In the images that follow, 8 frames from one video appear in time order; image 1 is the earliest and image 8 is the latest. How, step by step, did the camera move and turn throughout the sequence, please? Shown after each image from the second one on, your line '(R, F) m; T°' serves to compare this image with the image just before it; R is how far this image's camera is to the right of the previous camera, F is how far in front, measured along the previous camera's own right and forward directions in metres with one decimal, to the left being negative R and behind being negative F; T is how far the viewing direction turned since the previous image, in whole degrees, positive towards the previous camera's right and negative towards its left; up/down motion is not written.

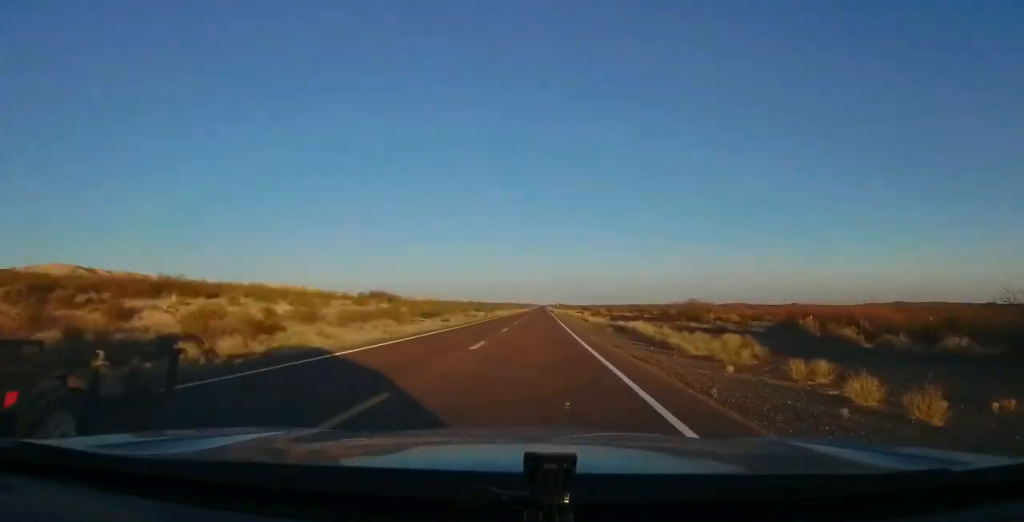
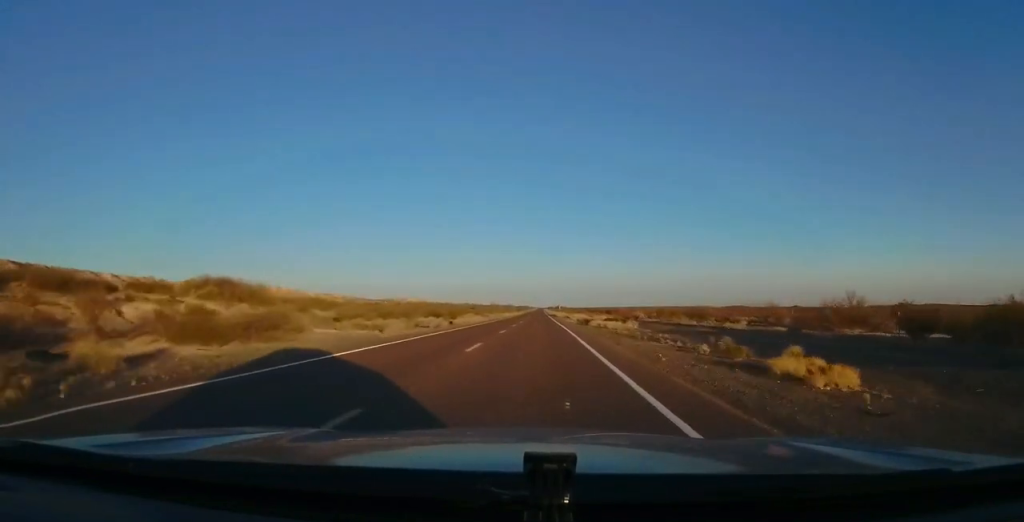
(-0.4, +50.0) m; 0°
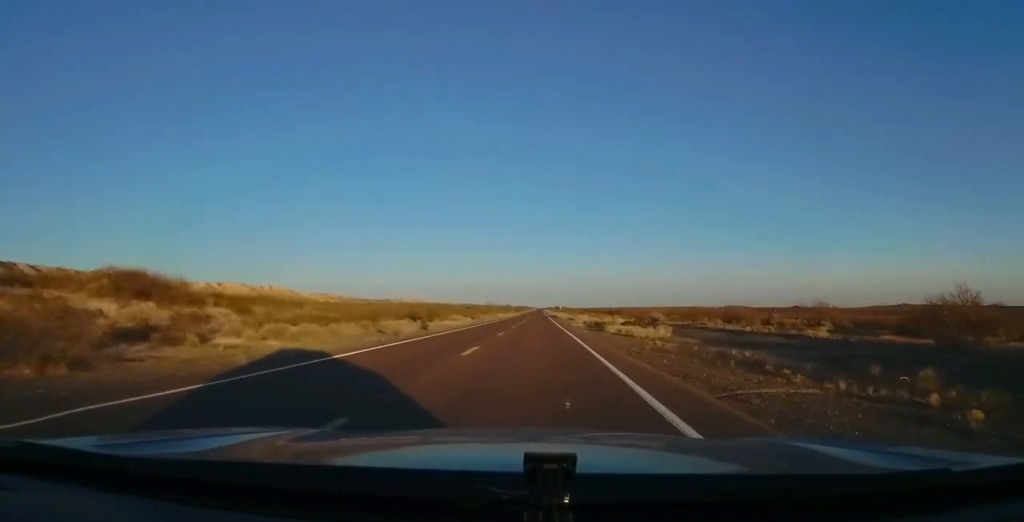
(+0.1, +12.8) m; +1°
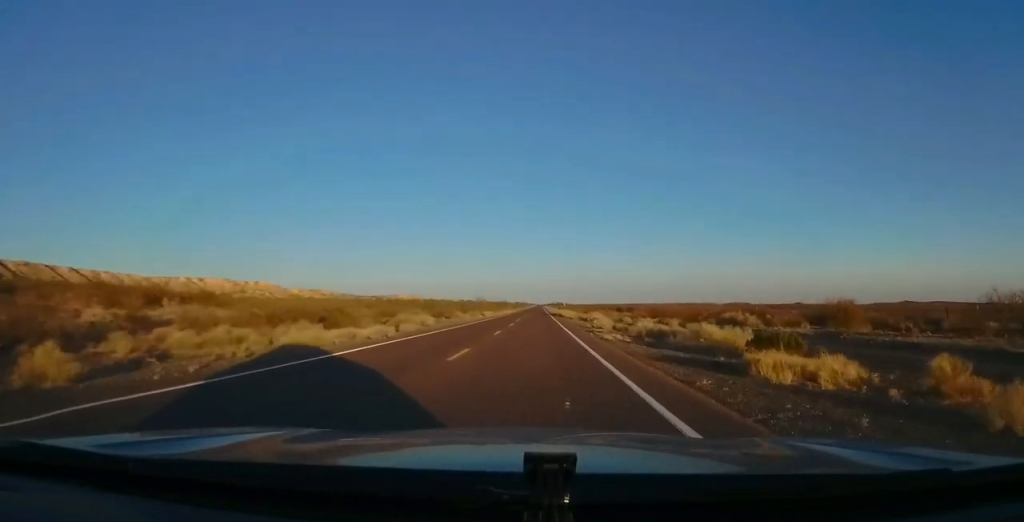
(+0.2, +26.4) m; -1°
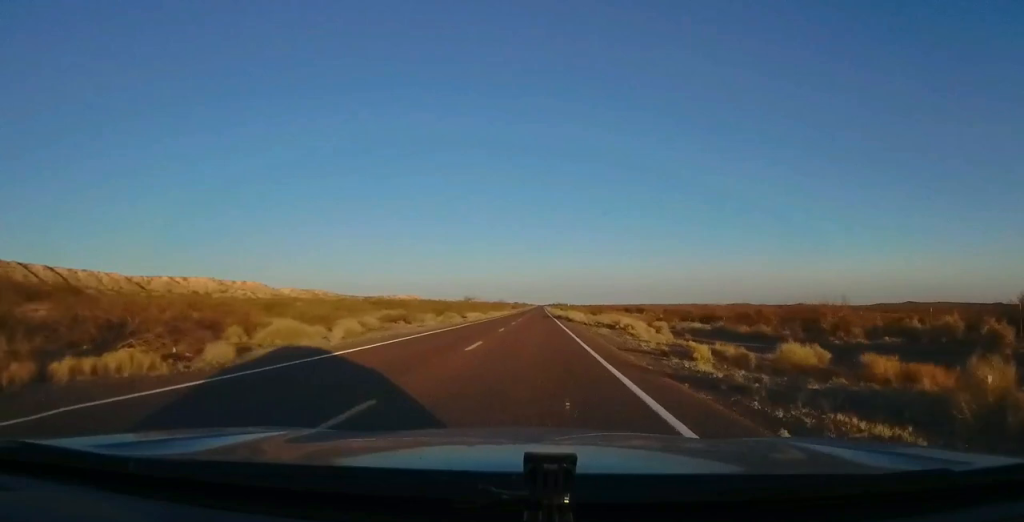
(-0.3, +21.5) m; 0°
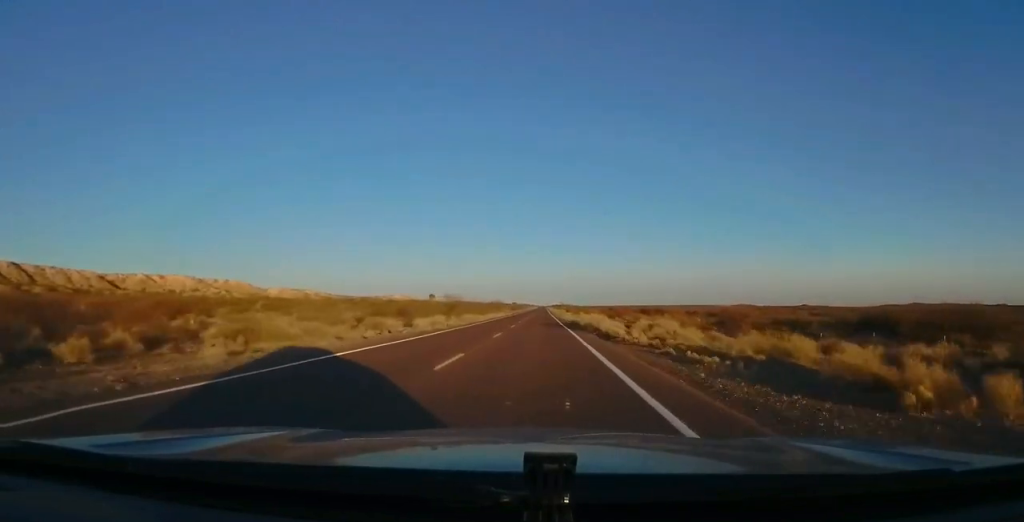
(-0.1, +29.4) m; 0°
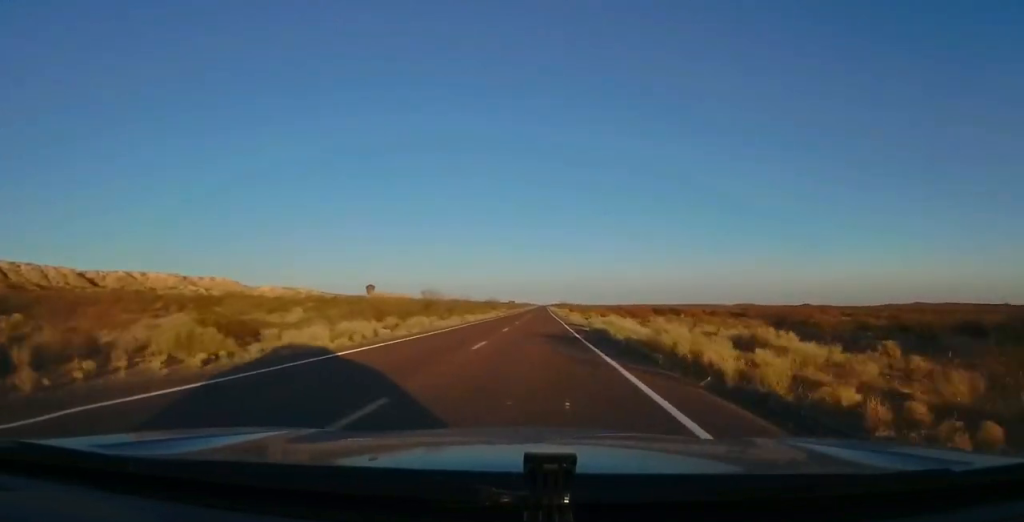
(+0.2, +19.6) m; 0°
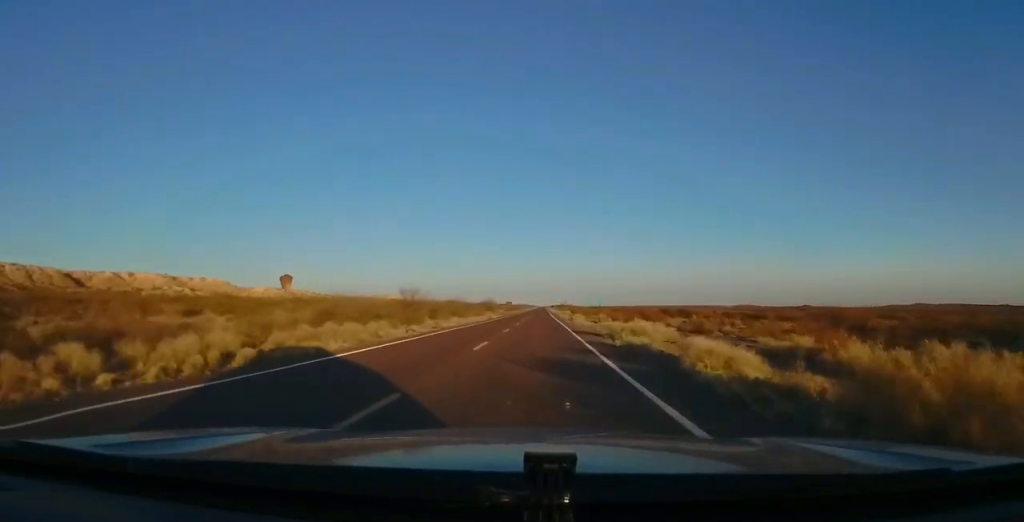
(-0.2, +11.8) m; 0°
